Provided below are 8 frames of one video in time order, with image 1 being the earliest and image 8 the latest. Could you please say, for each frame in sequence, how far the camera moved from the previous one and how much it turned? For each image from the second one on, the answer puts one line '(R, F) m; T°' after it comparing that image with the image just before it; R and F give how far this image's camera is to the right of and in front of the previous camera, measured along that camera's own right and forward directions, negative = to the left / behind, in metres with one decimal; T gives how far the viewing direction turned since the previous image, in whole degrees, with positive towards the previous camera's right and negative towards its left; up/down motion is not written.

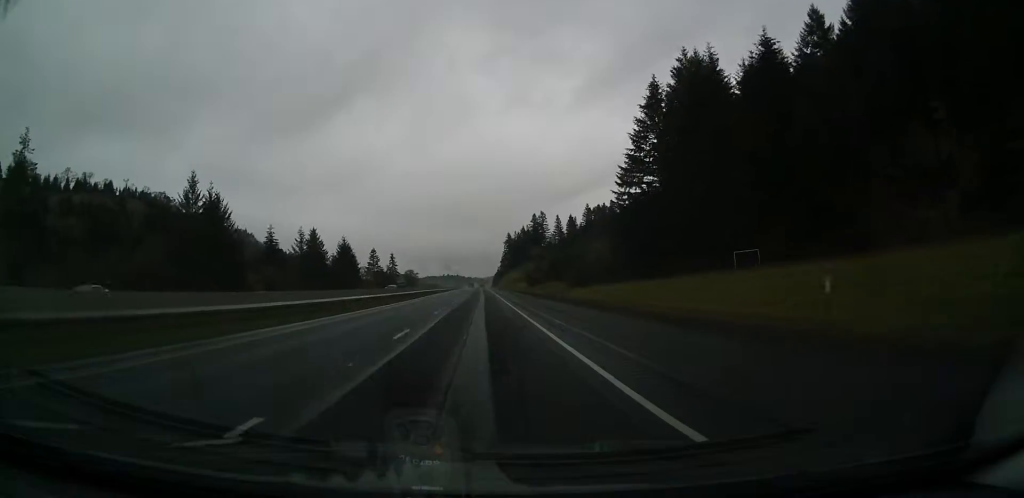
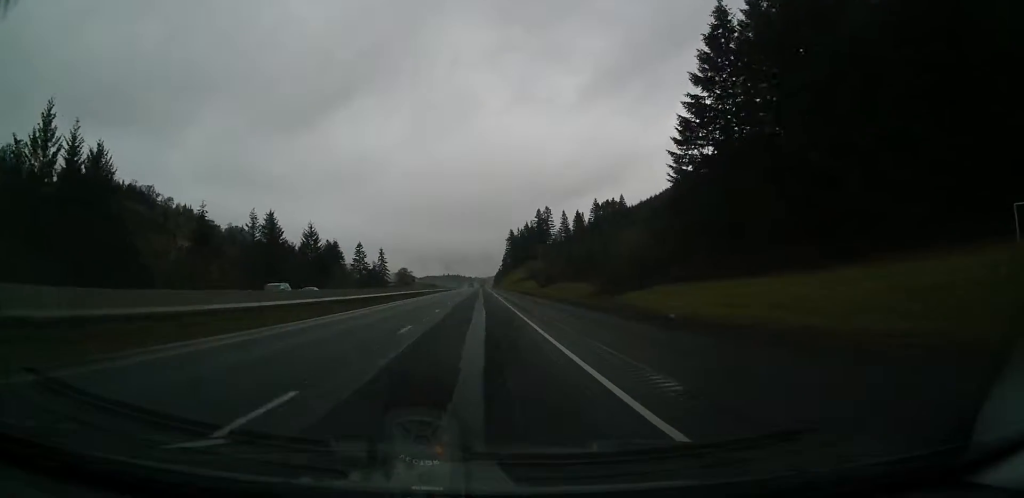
(0.0, +35.4) m; 0°
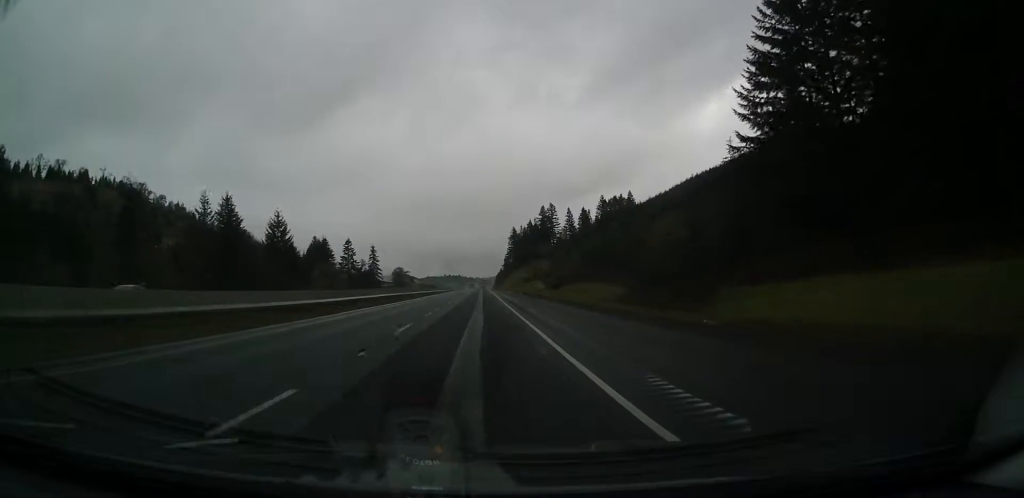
(-0.1, +24.4) m; 0°
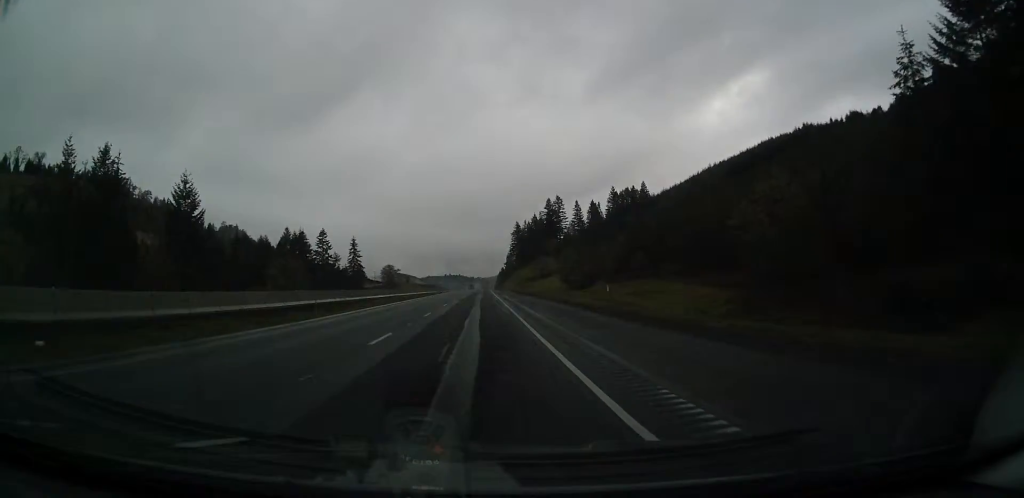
(-0.3, +39.8) m; 0°
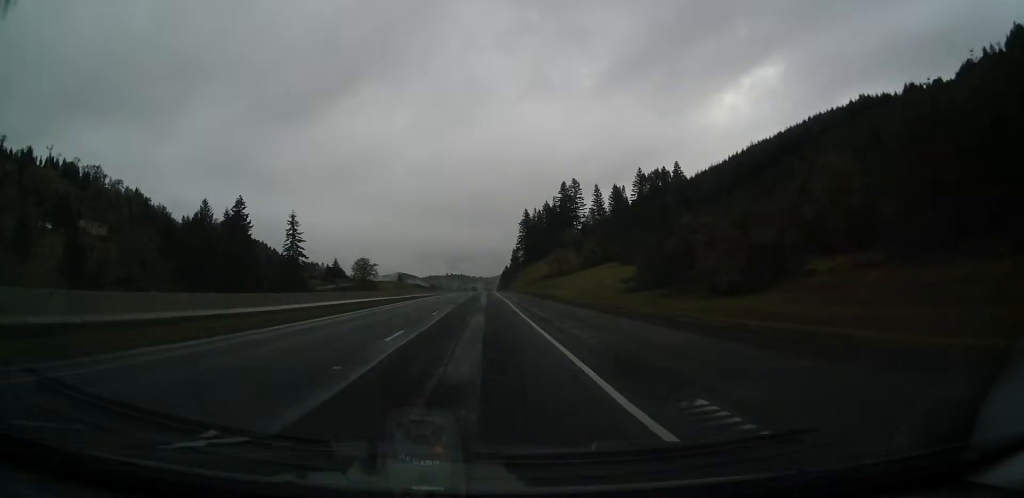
(-0.5, +72.6) m; 0°
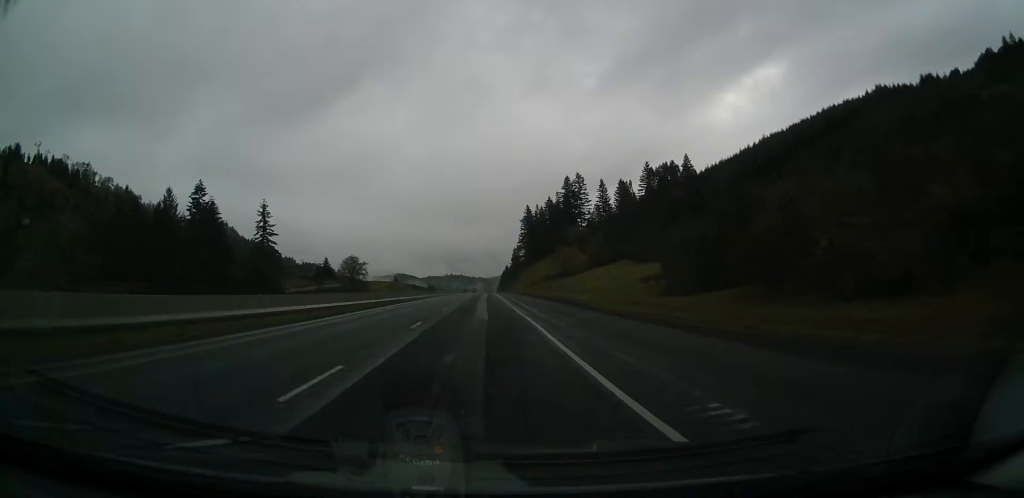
(+0.4, +19.8) m; 0°
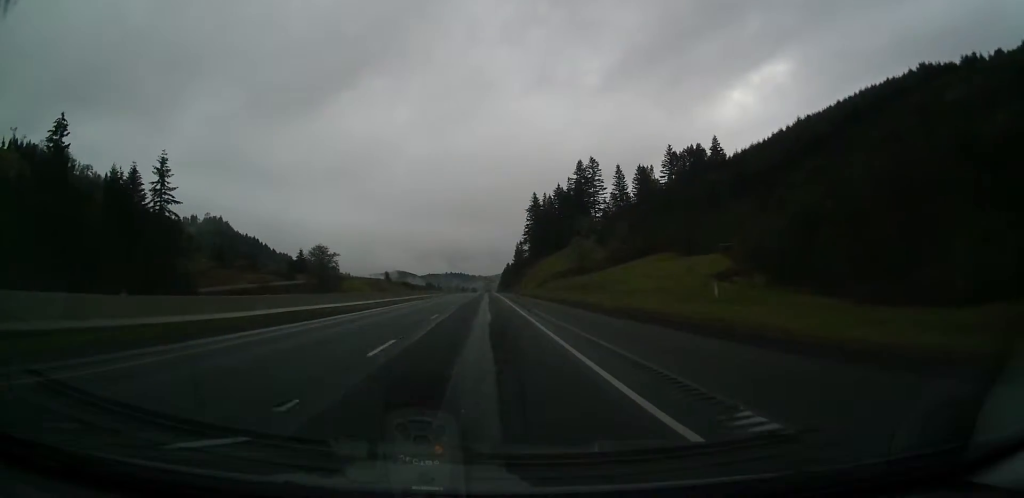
(-0.2, +44.1) m; -1°
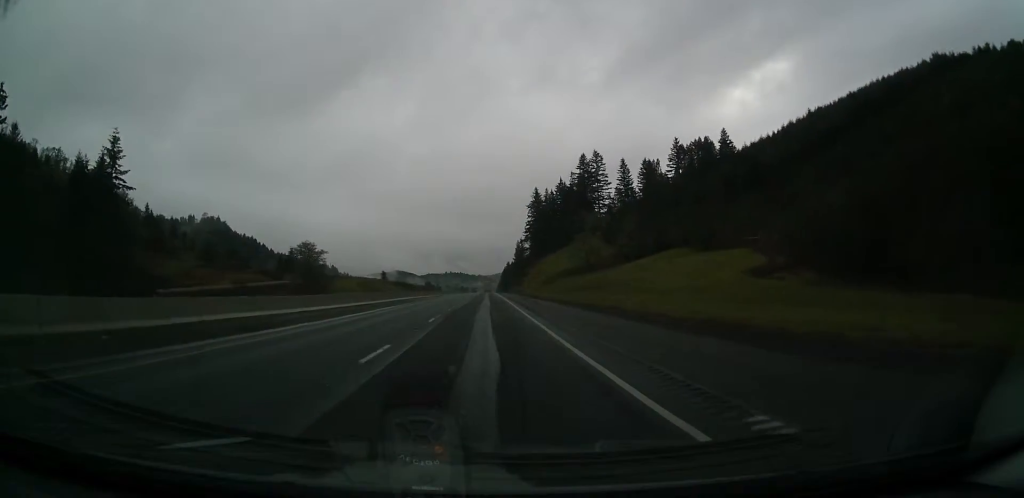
(0.0, +13.3) m; 0°
